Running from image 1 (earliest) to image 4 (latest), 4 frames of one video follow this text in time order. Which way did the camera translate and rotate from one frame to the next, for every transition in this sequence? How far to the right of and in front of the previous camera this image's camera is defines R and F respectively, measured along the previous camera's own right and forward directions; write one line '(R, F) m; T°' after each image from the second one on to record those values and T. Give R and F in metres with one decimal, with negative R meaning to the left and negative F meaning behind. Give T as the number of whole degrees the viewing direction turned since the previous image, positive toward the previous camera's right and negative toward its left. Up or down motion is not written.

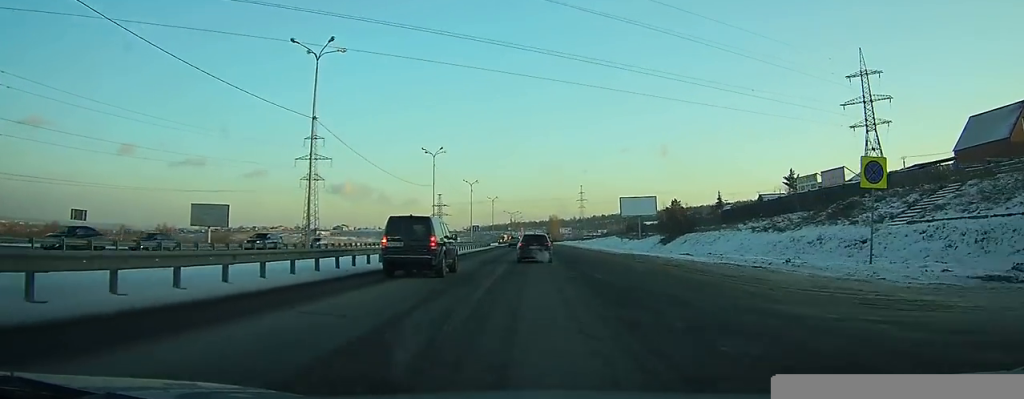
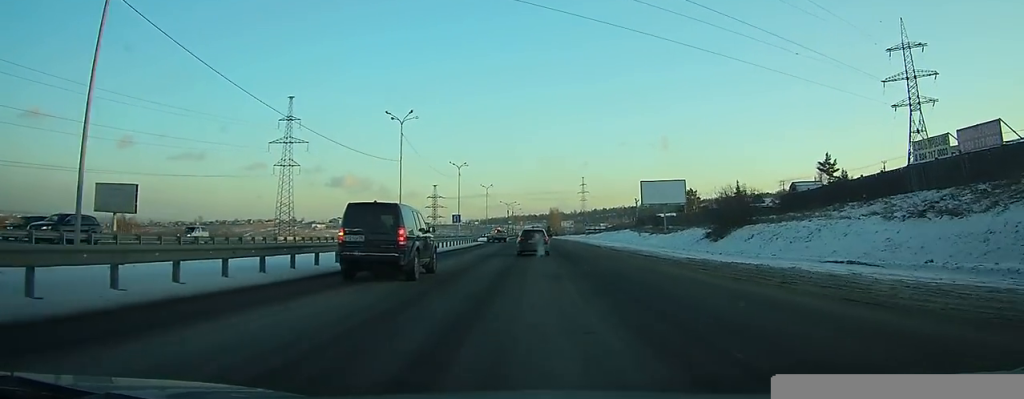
(+0.1, +19.2) m; 0°
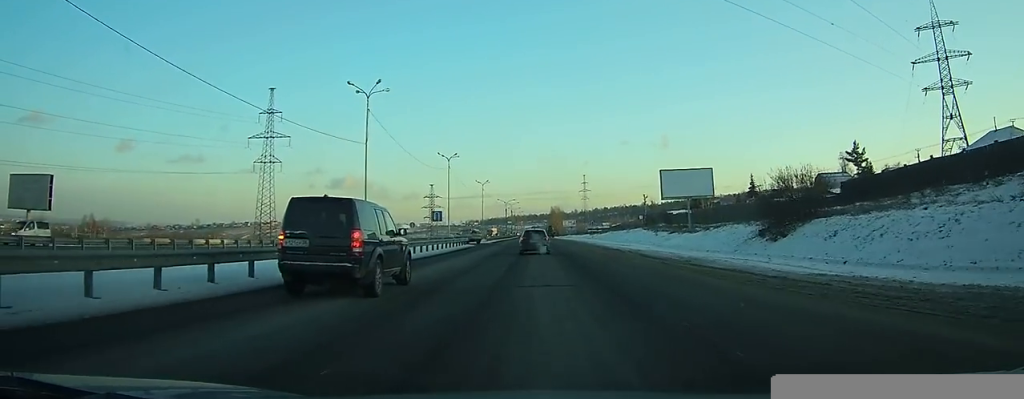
(0.0, +12.5) m; 0°
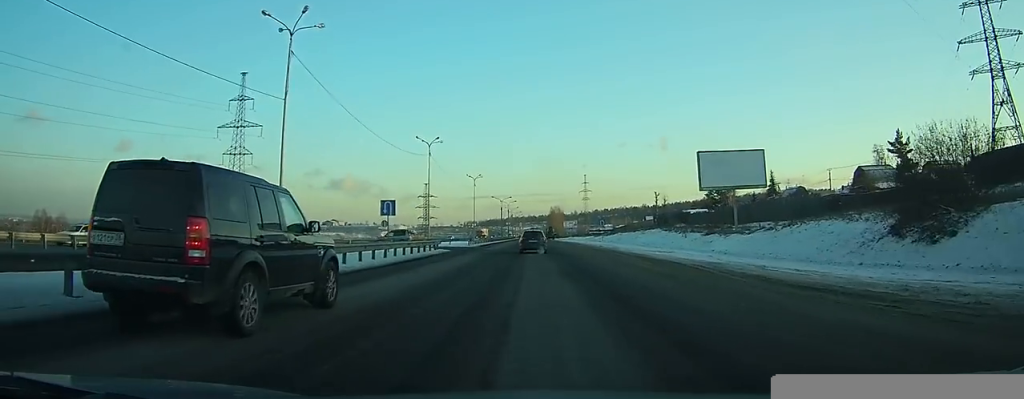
(+0.1, +16.3) m; +1°
